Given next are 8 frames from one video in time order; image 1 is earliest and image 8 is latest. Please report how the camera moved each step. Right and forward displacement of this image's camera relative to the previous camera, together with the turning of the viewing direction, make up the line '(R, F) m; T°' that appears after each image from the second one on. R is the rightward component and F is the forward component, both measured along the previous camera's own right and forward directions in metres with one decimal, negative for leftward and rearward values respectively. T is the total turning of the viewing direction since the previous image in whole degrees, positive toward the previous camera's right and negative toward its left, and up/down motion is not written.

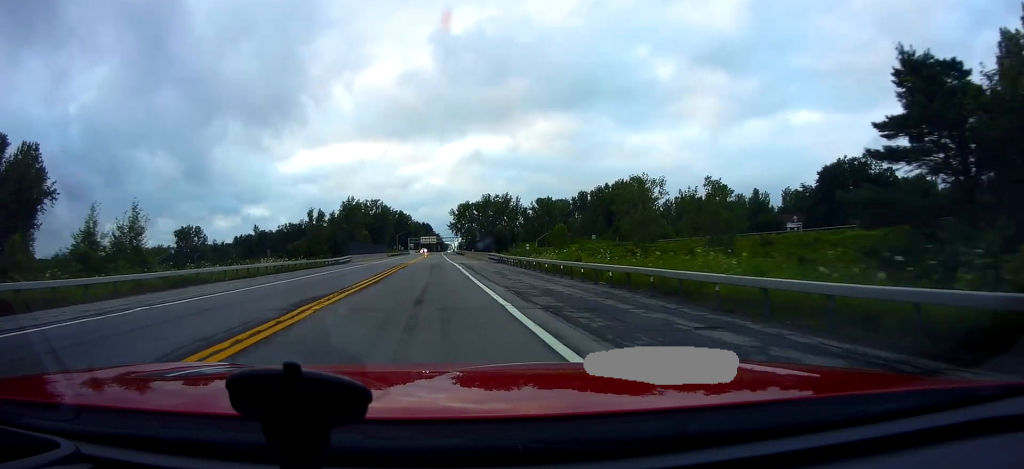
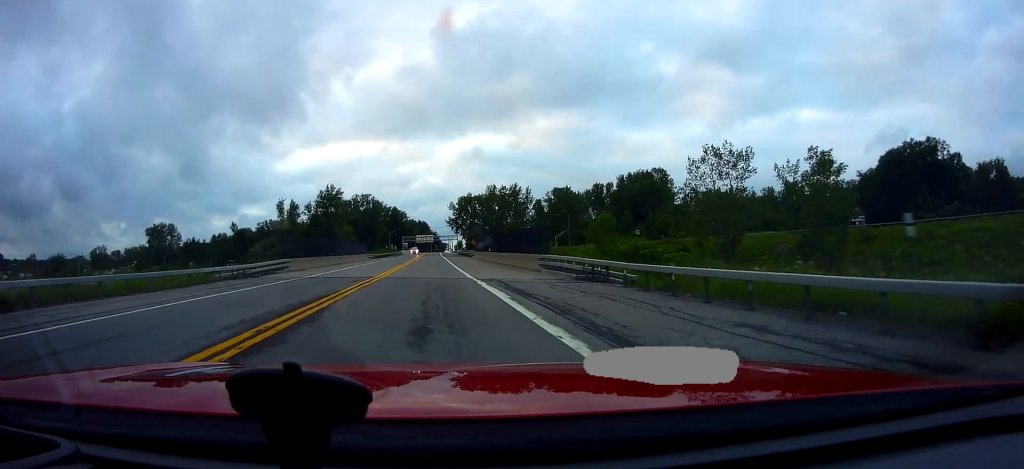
(0.0, +31.5) m; -1°
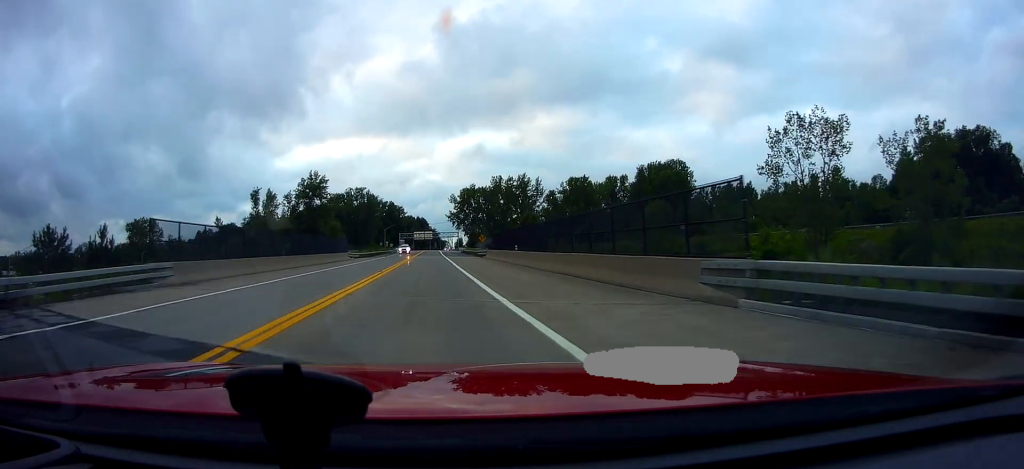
(-0.2, +20.0) m; +1°
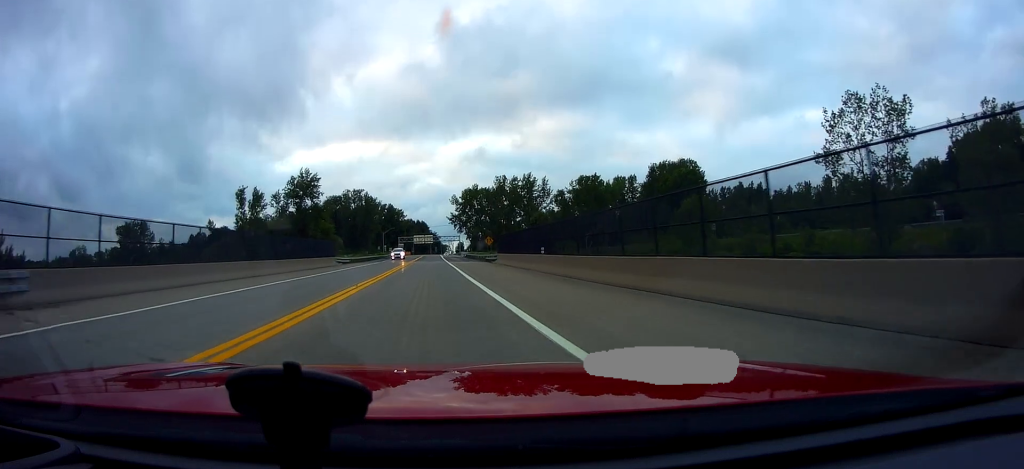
(+0.3, +9.6) m; +1°
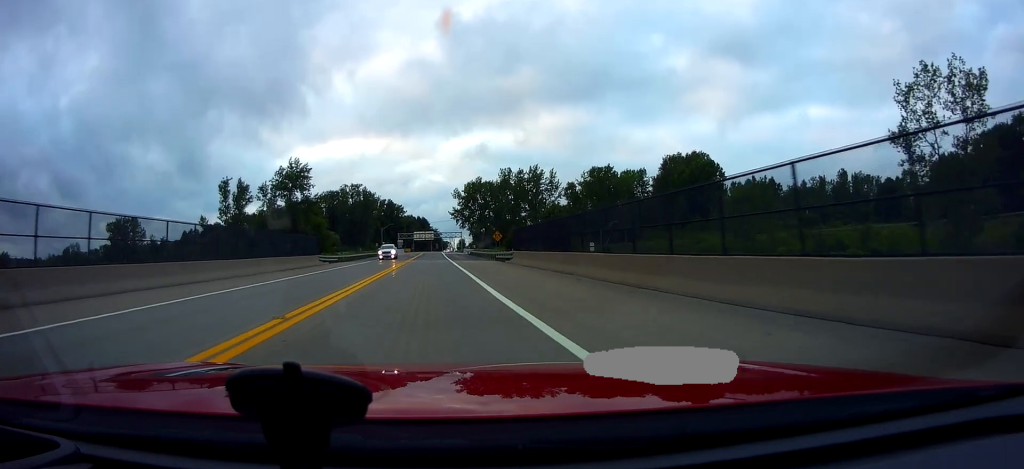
(0.0, +9.5) m; 0°
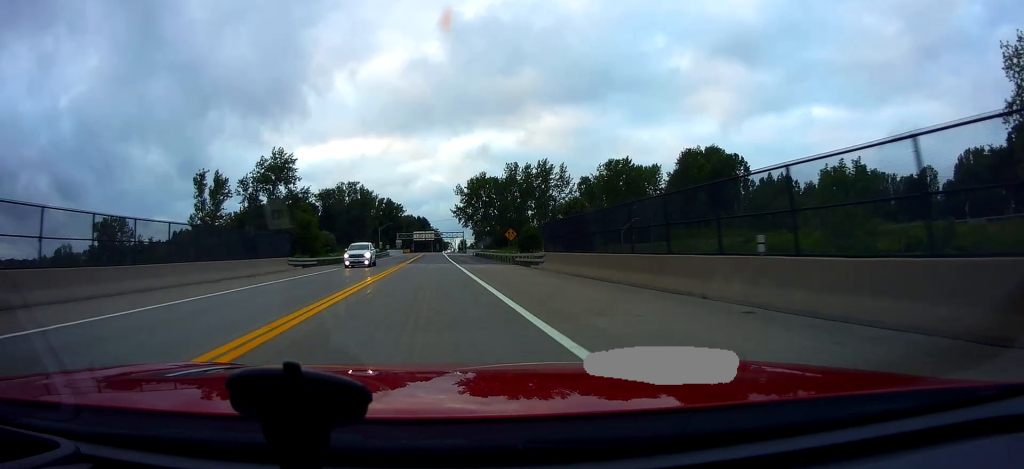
(-0.1, +11.5) m; 0°
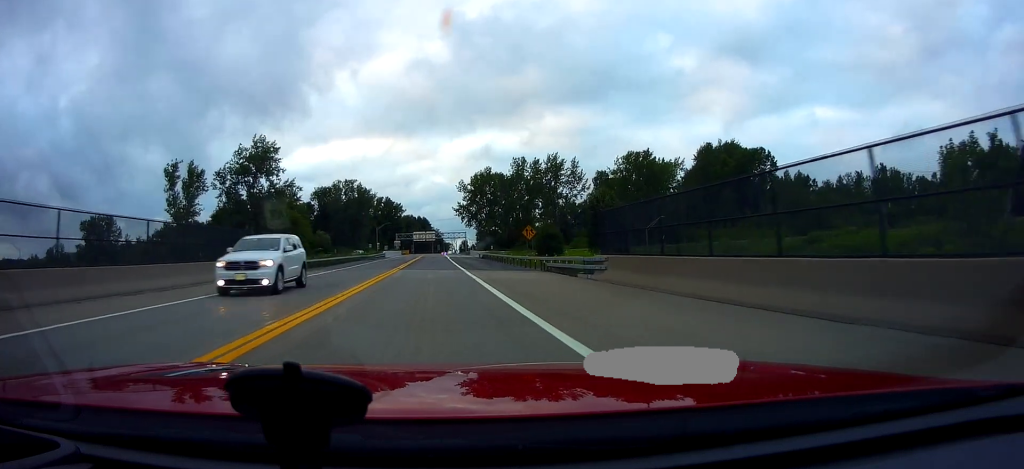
(0.0, +10.7) m; -1°
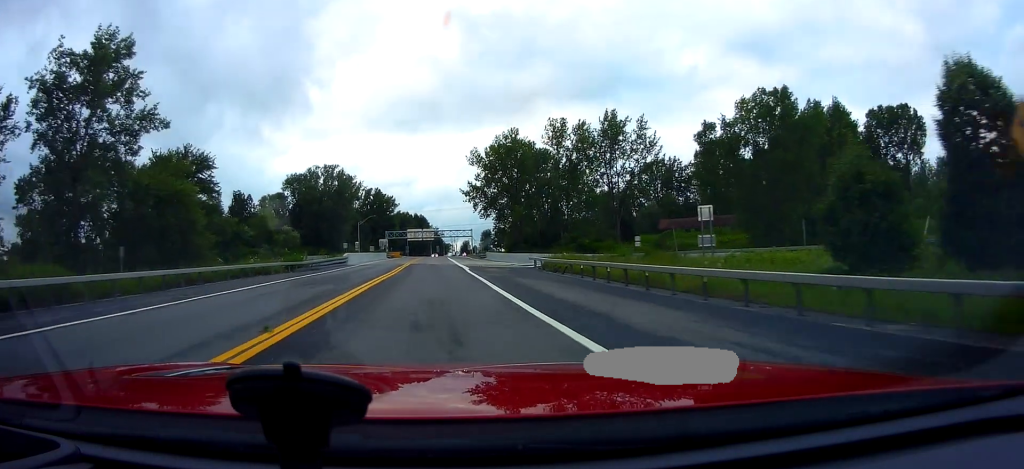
(-0.6, +41.6) m; 0°
